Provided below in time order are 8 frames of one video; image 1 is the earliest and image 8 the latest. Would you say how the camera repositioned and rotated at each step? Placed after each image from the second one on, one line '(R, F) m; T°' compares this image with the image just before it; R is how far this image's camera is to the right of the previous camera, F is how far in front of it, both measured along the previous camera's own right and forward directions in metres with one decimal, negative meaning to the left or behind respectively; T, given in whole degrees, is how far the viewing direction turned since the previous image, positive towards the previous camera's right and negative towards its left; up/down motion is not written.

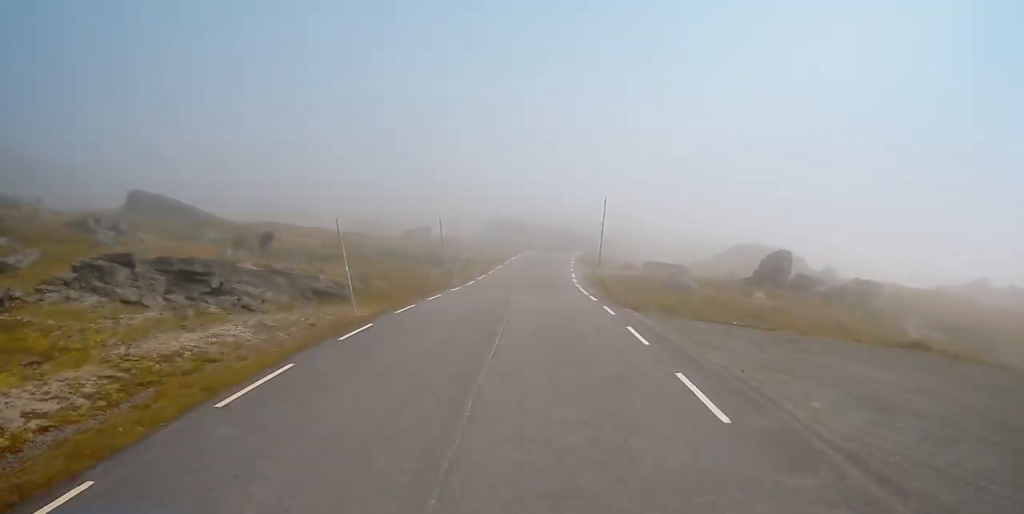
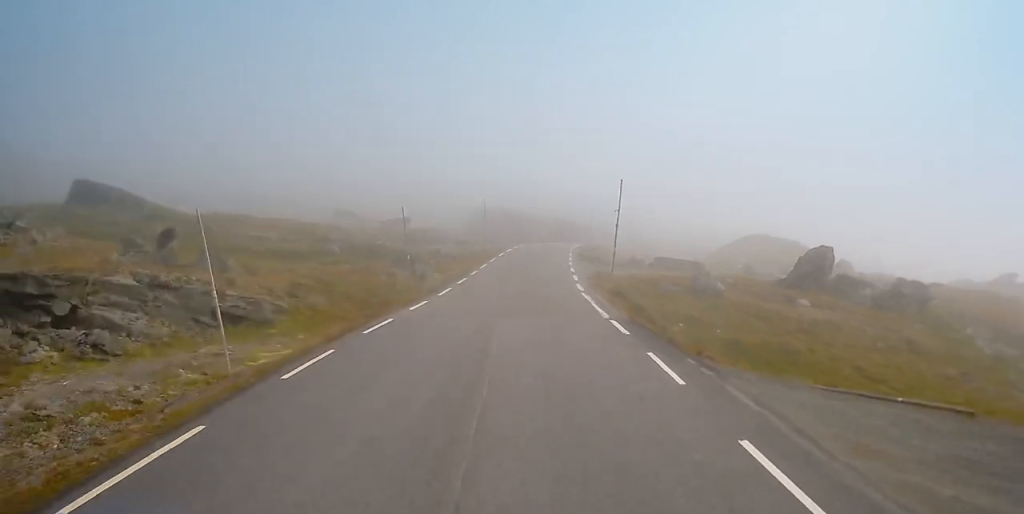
(-0.4, +9.4) m; -2°
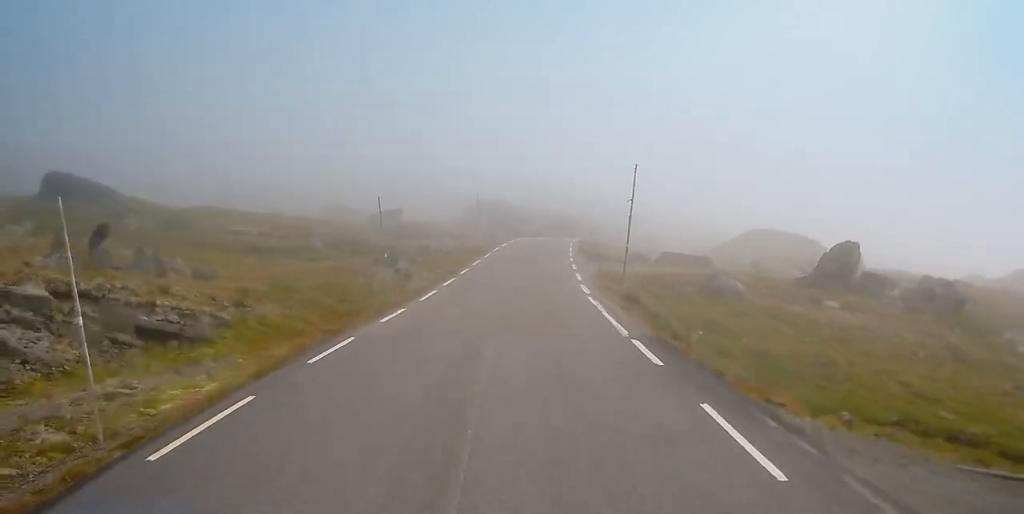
(-0.1, +4.3) m; +1°
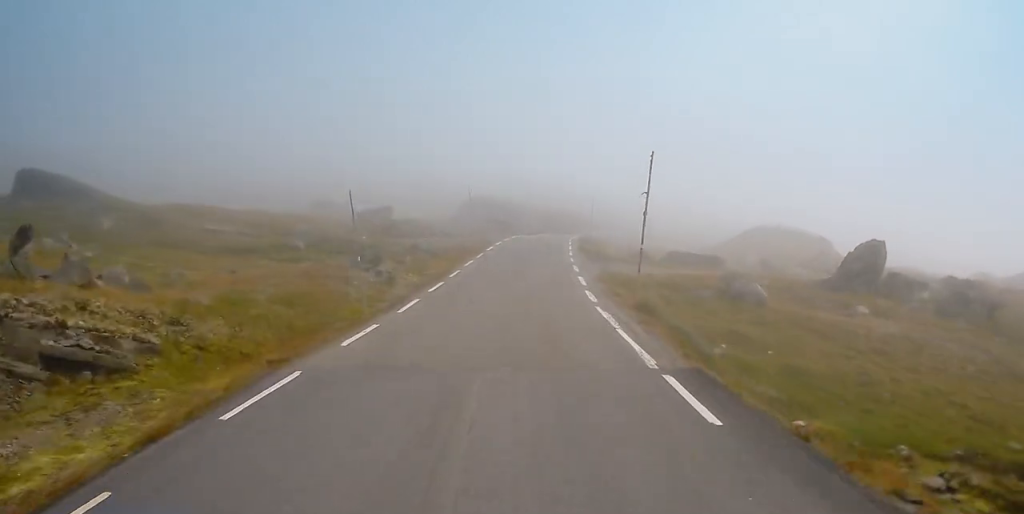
(0.0, +3.8) m; +1°
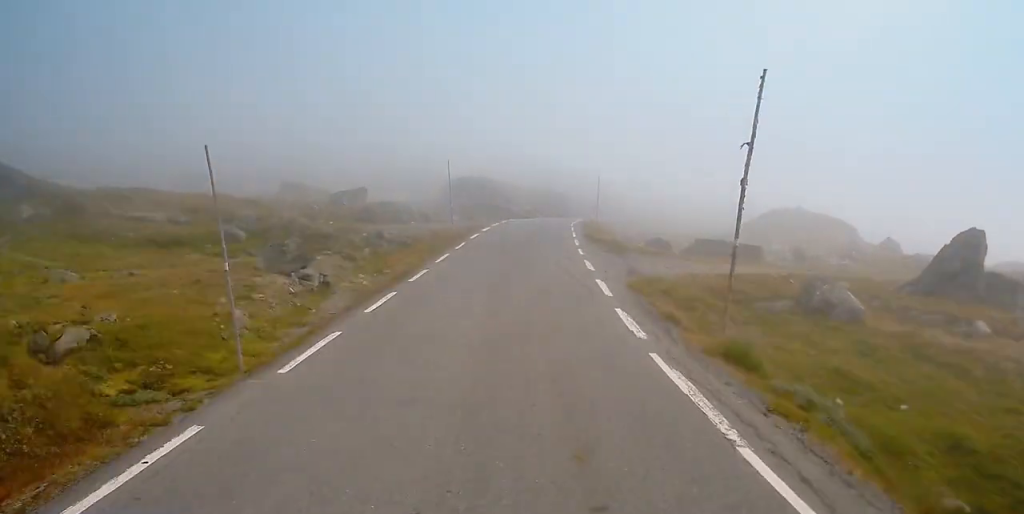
(+0.4, +9.9) m; +2°
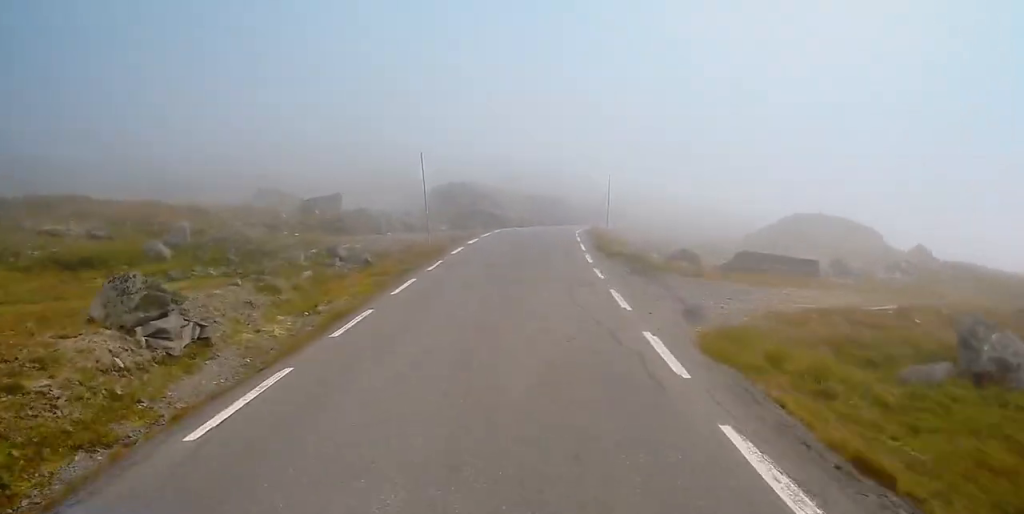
(-0.1, +9.1) m; 0°
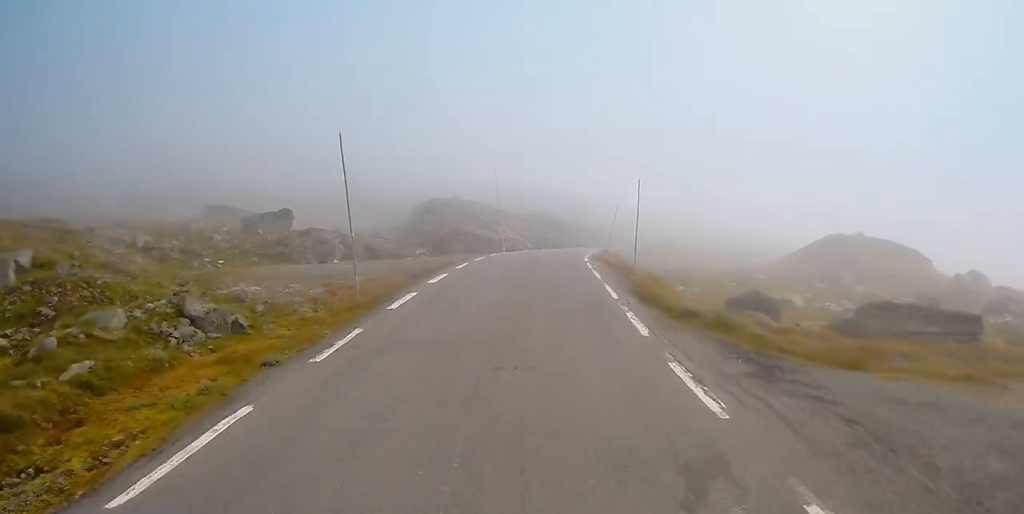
(+0.2, +13.8) m; +4°
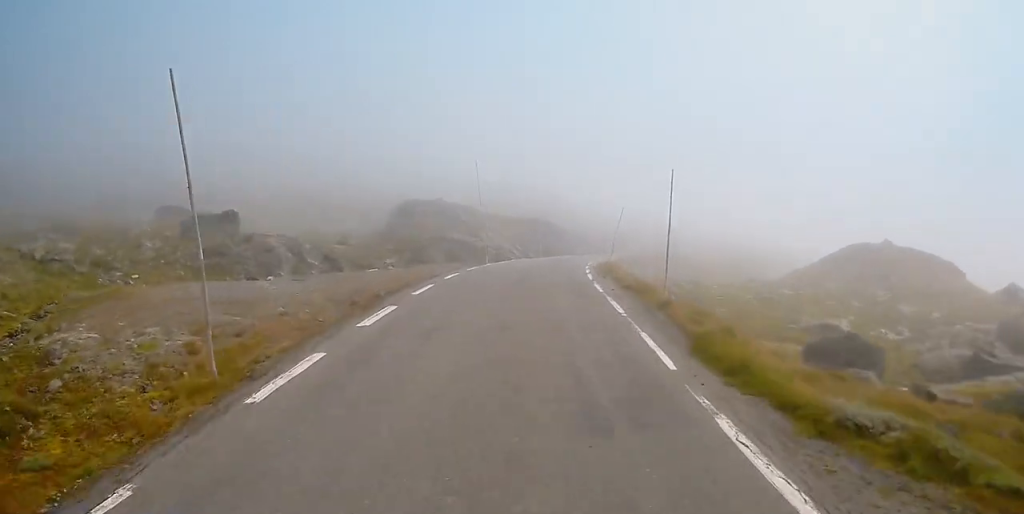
(+0.3, +8.9) m; 0°
